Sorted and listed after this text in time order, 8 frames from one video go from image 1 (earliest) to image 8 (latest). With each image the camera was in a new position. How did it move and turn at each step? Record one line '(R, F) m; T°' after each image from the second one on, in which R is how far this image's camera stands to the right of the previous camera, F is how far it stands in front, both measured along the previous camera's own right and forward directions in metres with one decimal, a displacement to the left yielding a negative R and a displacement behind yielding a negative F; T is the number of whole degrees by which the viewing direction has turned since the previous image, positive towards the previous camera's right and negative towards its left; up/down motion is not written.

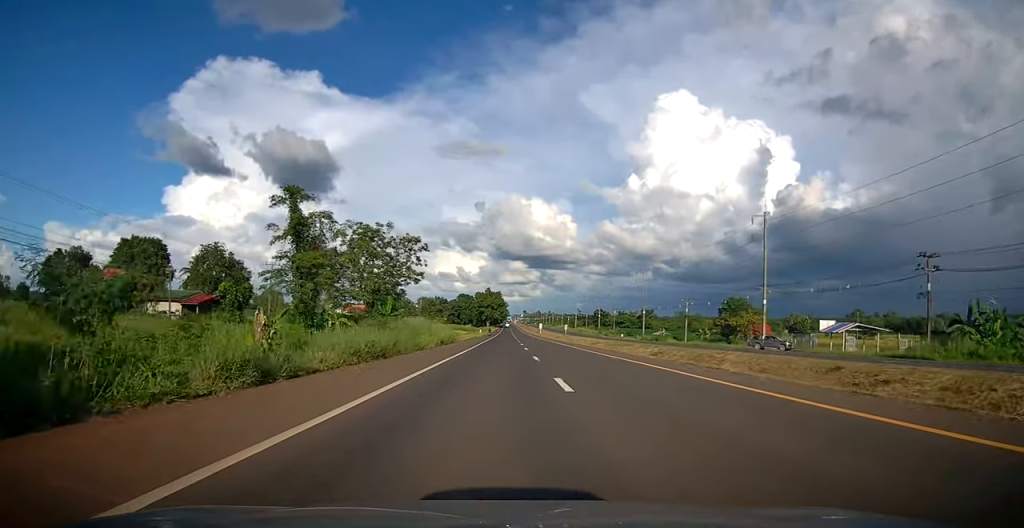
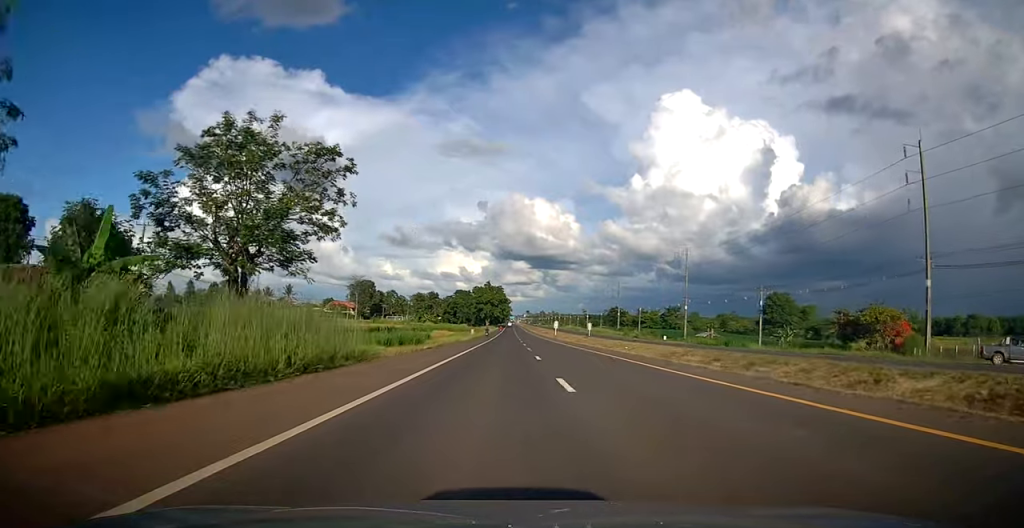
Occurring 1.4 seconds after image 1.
(-0.4, +36.0) m; 0°
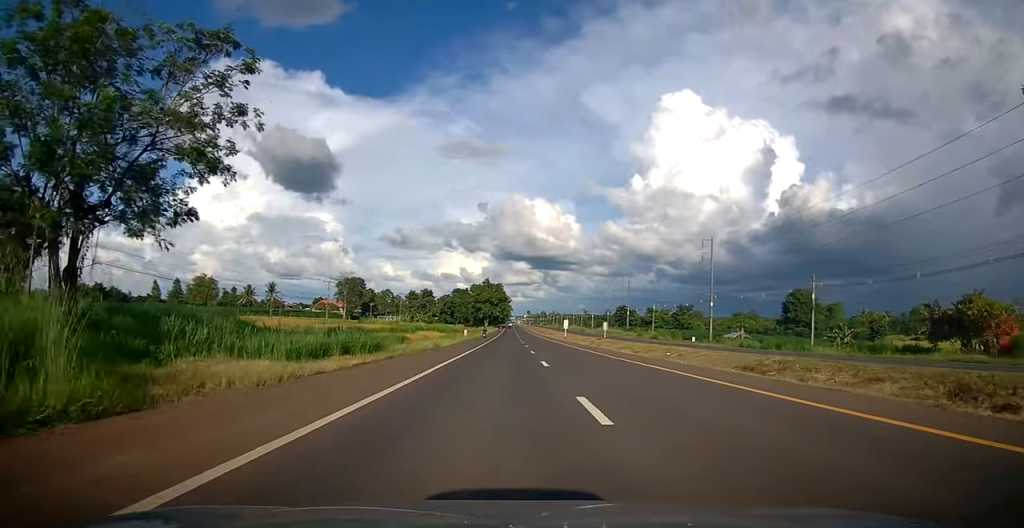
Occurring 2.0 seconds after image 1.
(+0.2, +16.2) m; 0°
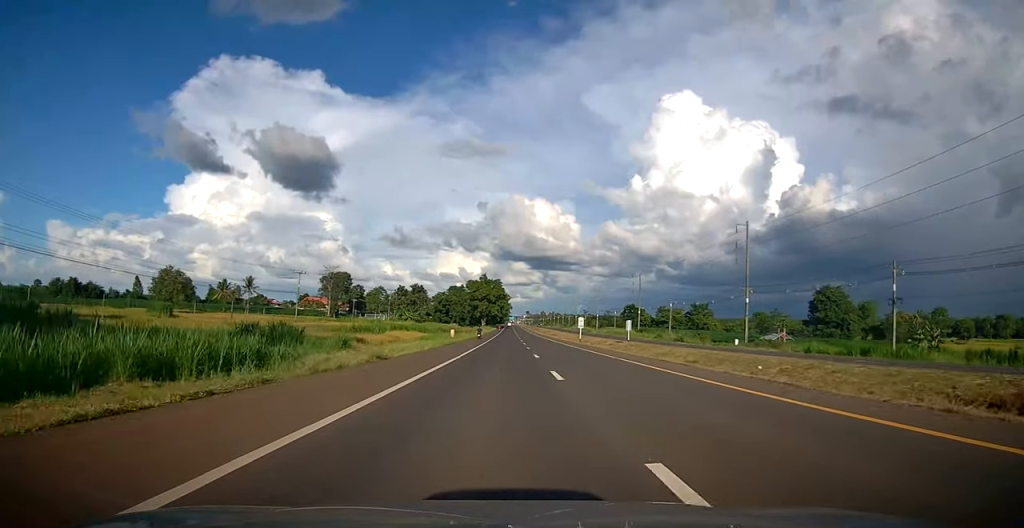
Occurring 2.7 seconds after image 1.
(+0.1, +17.8) m; 0°
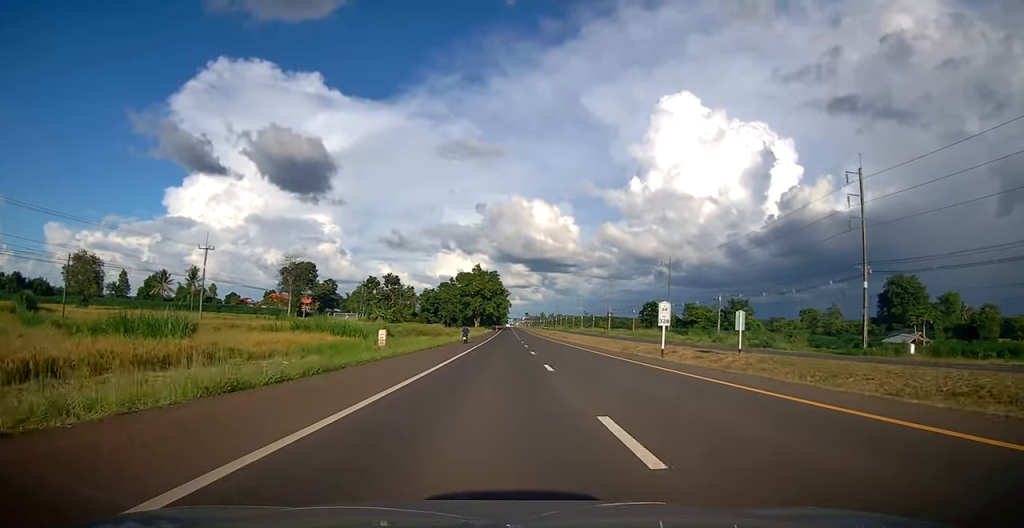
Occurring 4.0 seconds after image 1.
(-0.2, +35.2) m; 0°
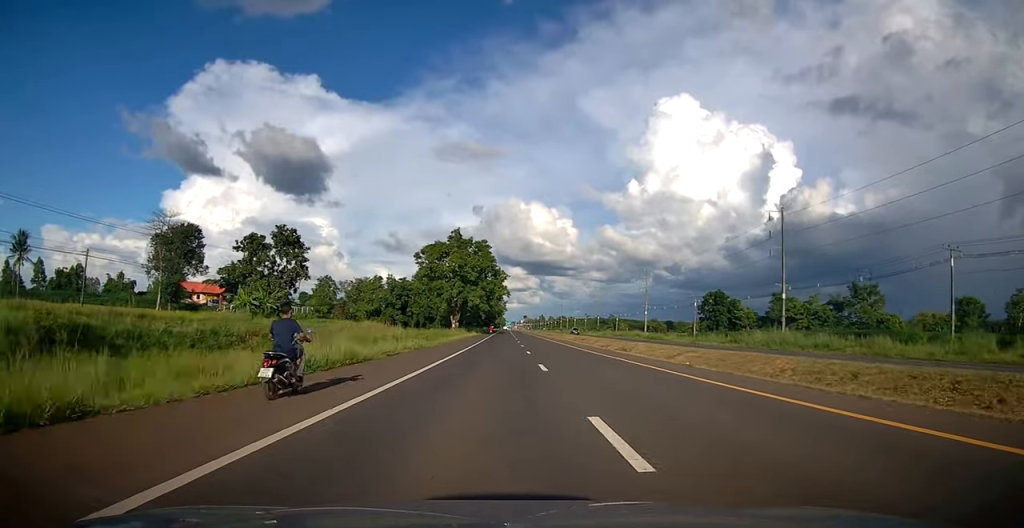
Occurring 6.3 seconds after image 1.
(+0.5, +63.8) m; +1°
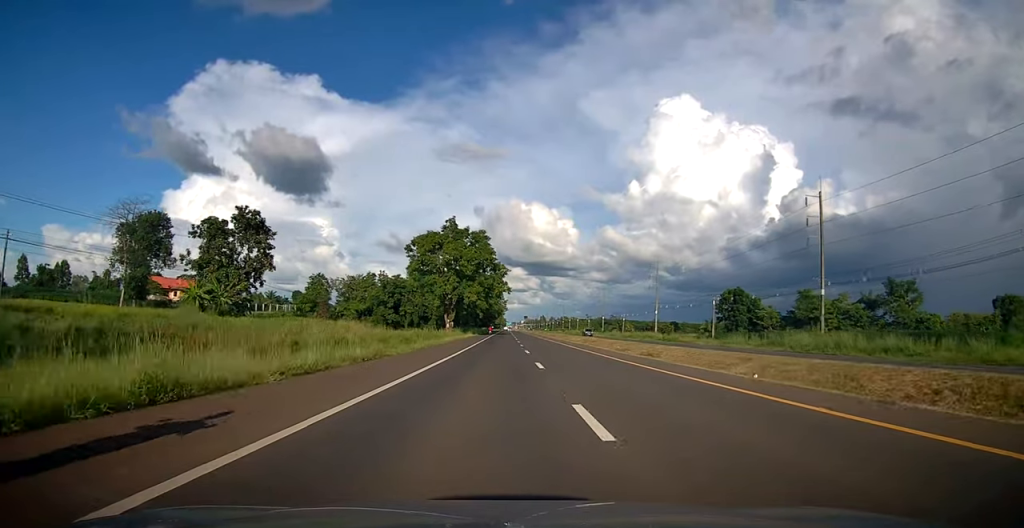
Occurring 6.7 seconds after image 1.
(0.0, +10.3) m; 0°
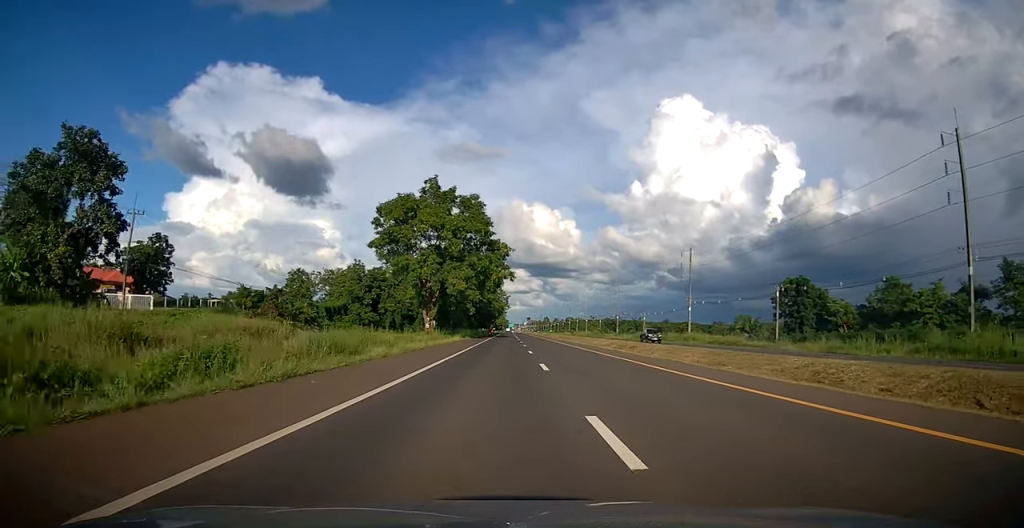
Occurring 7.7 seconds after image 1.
(-0.1, +25.5) m; 0°
